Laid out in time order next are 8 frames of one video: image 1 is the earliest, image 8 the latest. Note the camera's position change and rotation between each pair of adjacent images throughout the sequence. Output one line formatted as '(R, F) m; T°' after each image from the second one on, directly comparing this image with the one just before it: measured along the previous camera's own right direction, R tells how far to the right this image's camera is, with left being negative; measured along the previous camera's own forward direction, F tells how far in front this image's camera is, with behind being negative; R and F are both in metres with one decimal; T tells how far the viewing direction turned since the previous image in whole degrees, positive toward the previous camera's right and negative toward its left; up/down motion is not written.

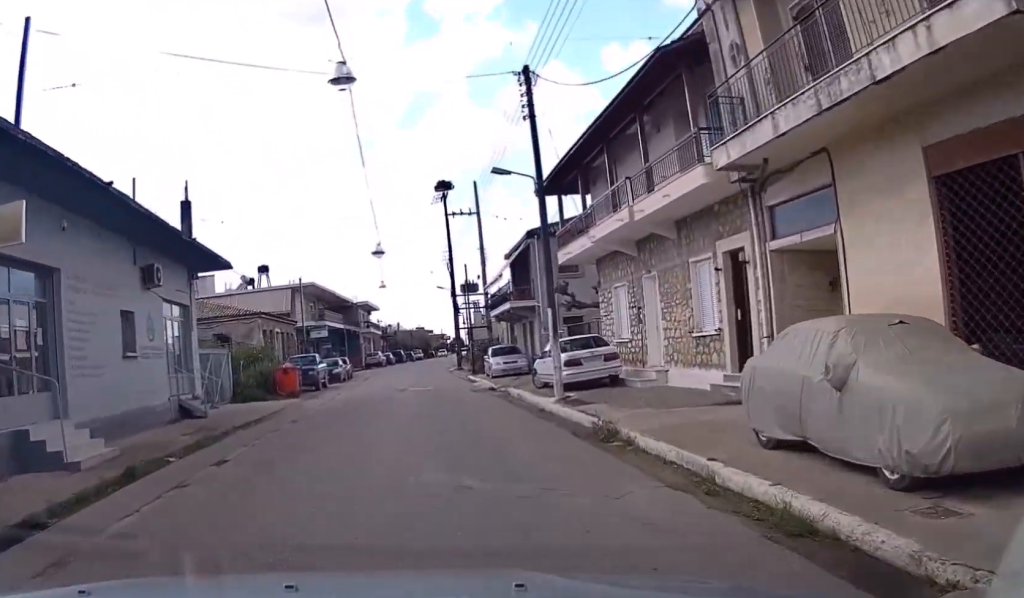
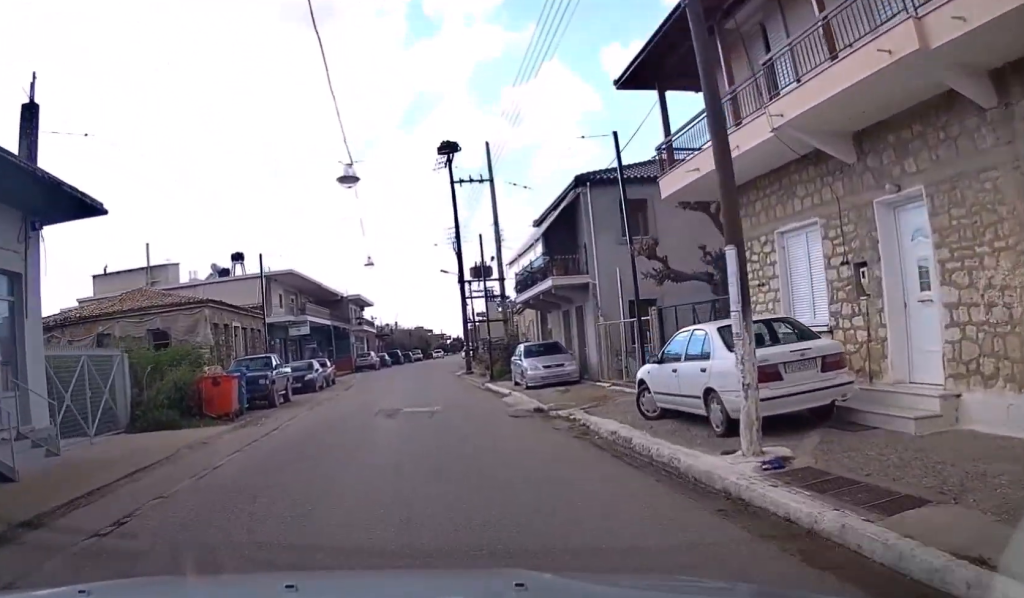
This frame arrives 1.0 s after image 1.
(0.0, +10.7) m; 0°
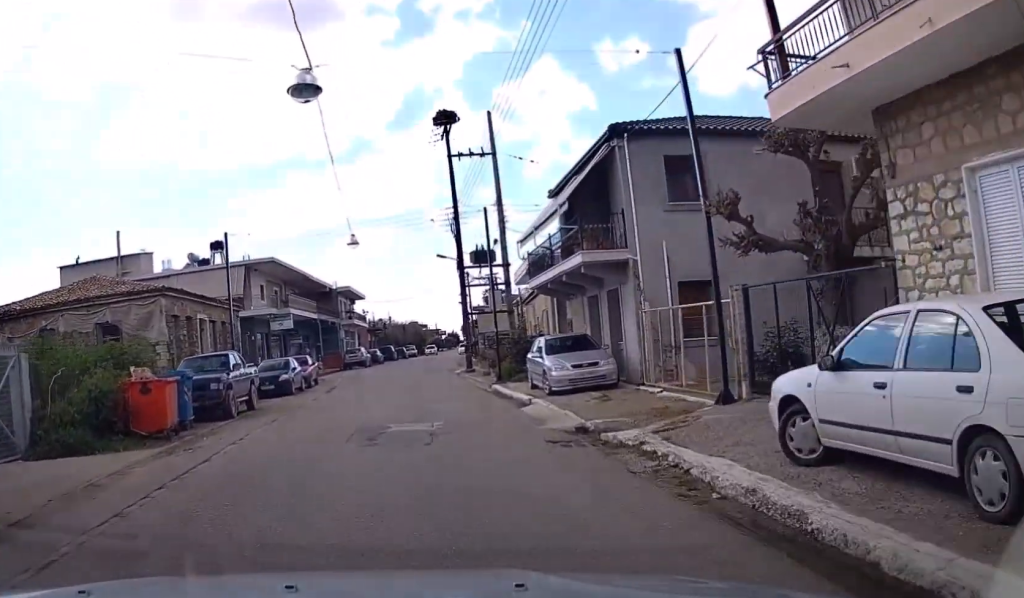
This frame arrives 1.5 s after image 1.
(0.0, +5.0) m; 0°
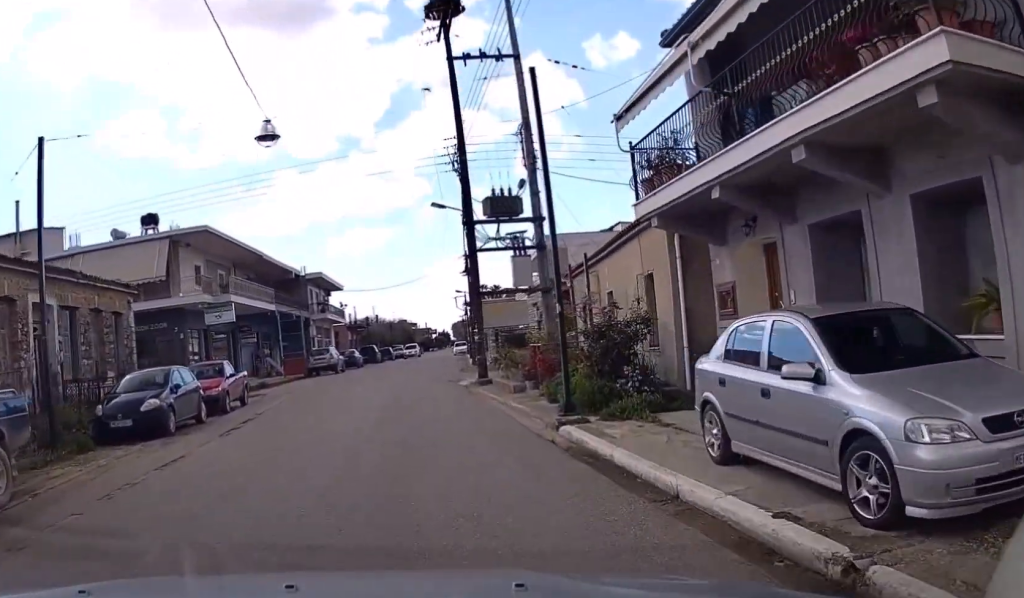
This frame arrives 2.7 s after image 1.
(0.0, +13.7) m; 0°
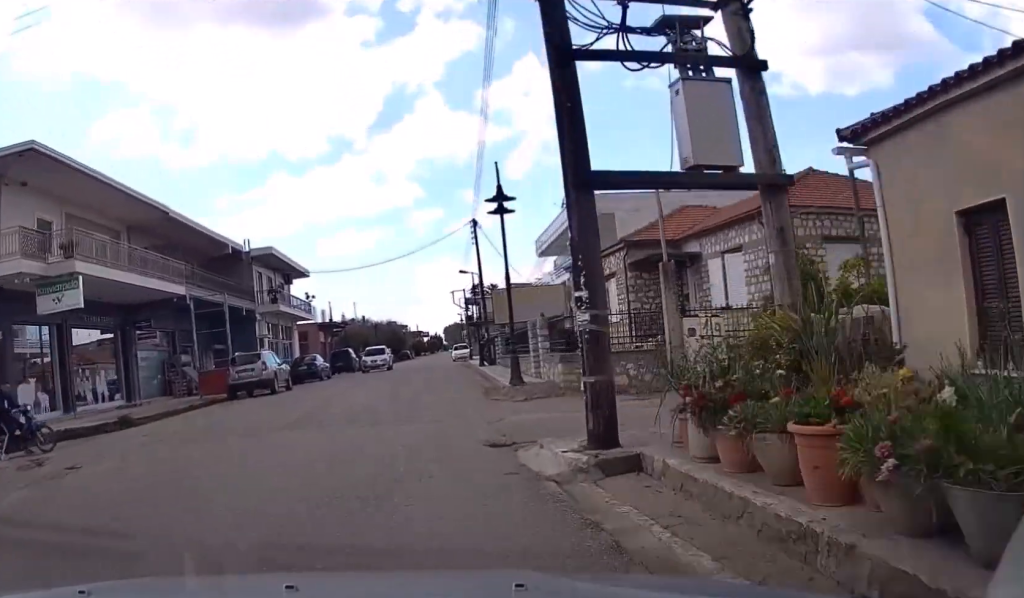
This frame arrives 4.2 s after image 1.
(0.0, +17.0) m; 0°
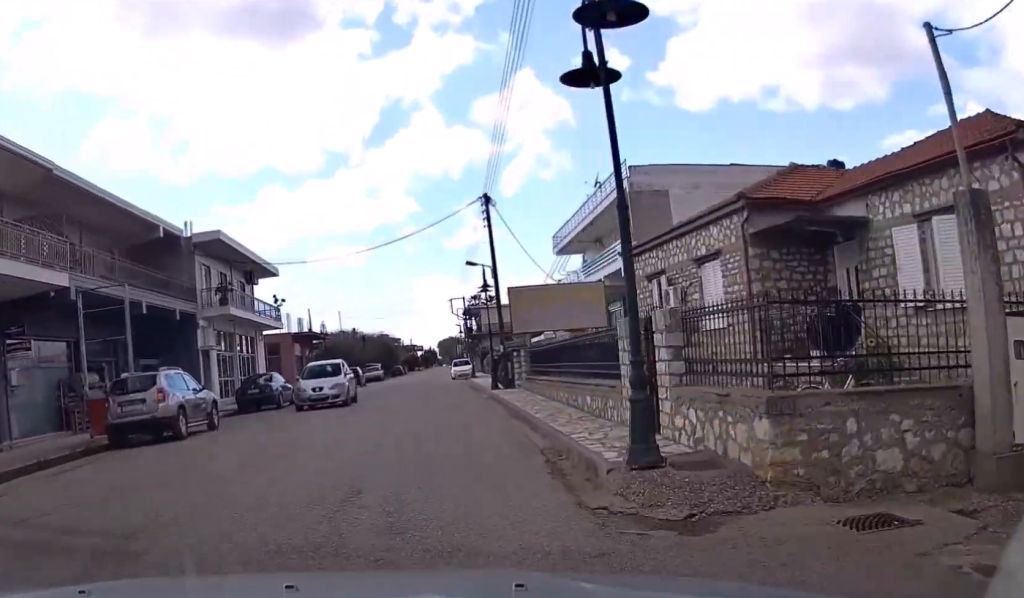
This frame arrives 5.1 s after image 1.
(0.0, +10.6) m; 0°
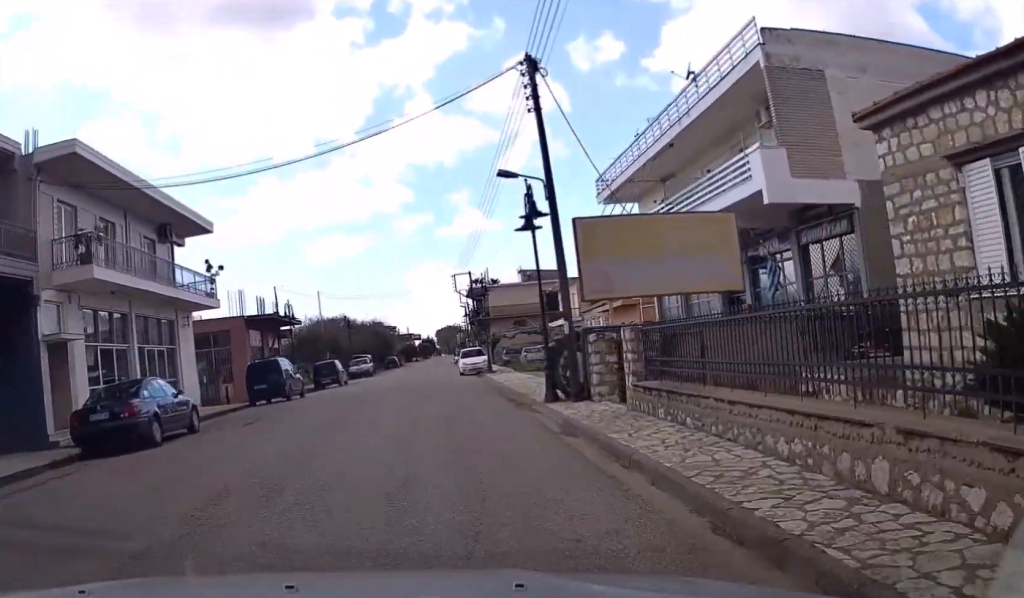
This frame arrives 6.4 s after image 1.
(0.0, +14.7) m; -1°
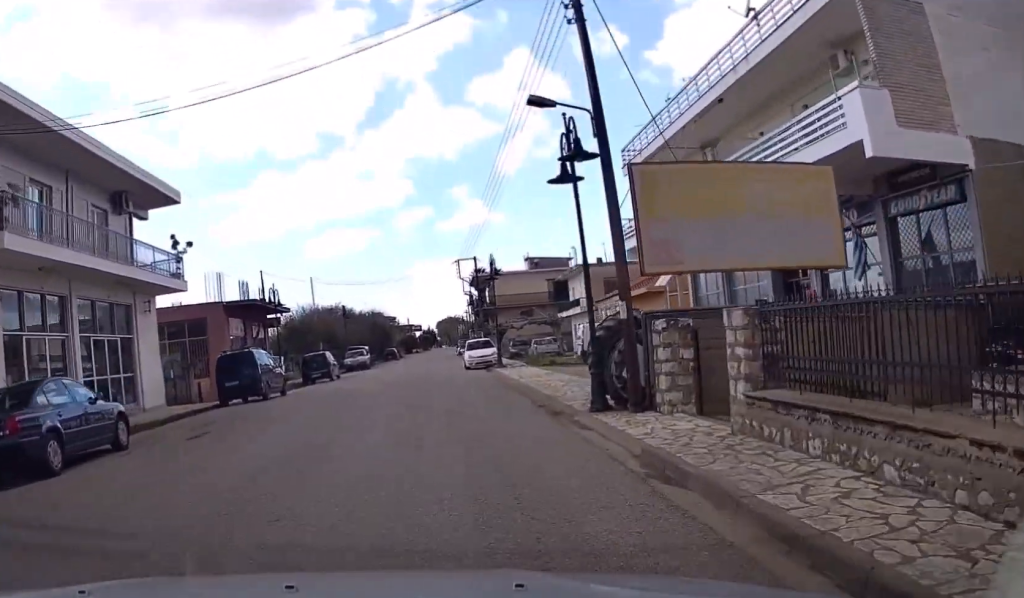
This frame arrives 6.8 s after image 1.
(0.0, +4.6) m; 0°
